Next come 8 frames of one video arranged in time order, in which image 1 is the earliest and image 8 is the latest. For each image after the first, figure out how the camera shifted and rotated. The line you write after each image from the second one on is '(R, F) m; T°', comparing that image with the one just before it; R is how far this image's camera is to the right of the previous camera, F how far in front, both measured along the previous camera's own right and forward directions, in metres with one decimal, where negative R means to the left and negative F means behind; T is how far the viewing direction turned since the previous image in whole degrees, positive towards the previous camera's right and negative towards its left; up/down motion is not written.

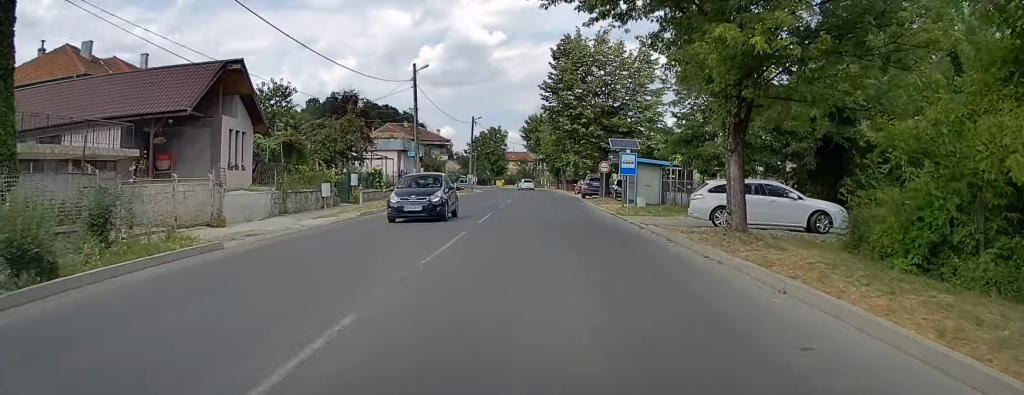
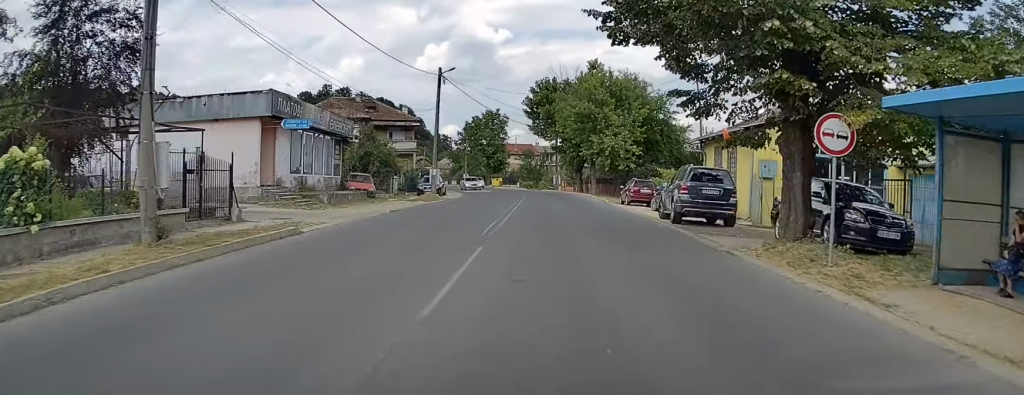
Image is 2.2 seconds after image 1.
(-0.1, +32.5) m; 0°
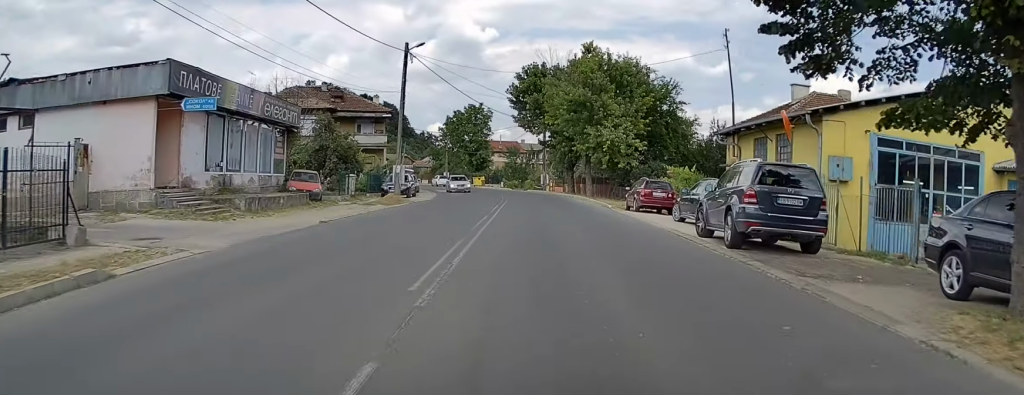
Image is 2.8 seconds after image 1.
(+0.1, +7.7) m; 0°
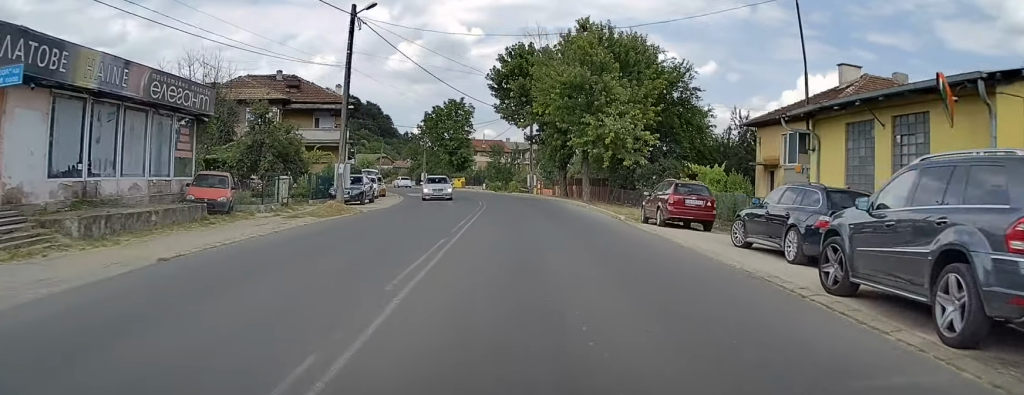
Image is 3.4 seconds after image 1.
(-0.1, +8.7) m; 0°
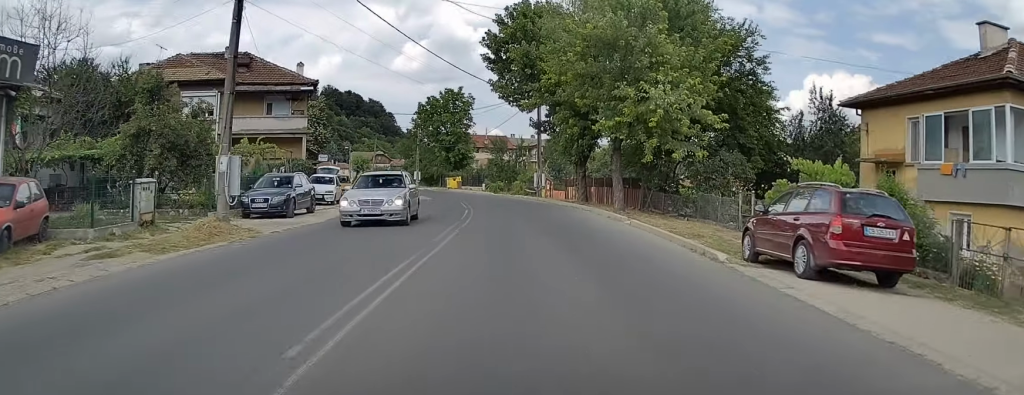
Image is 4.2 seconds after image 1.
(0.0, +11.5) m; 0°
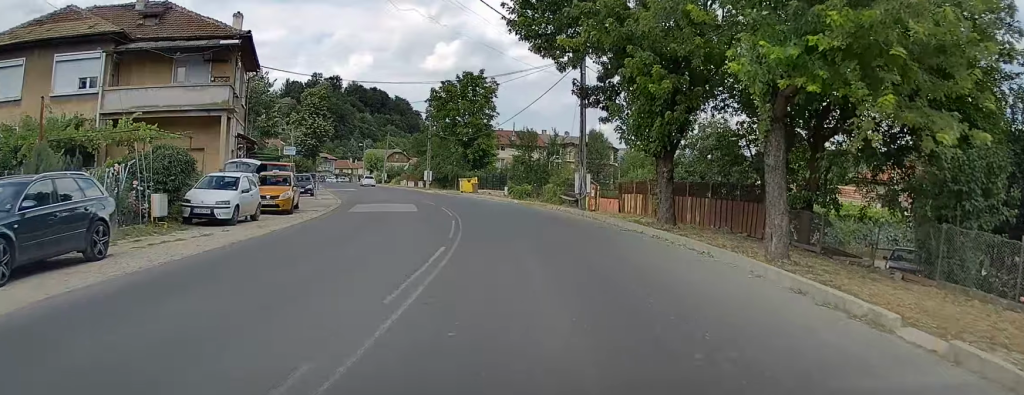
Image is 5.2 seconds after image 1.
(+0.1, +15.4) m; -1°
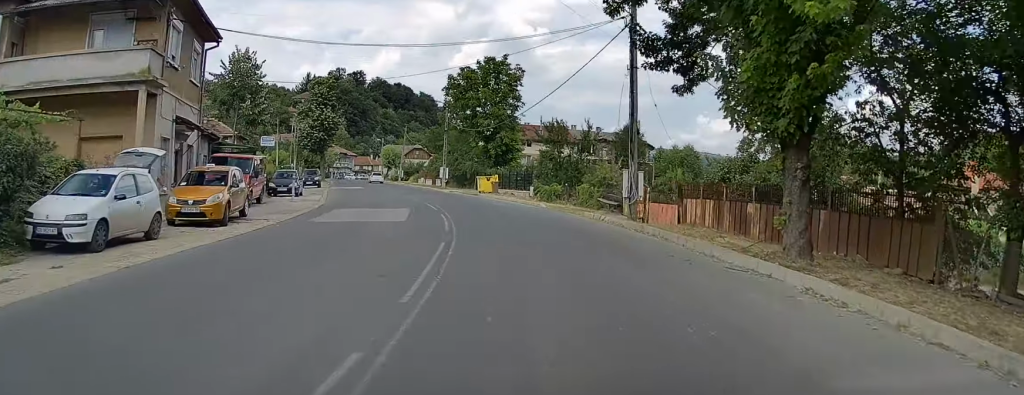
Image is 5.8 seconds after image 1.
(+0.1, +8.2) m; -2°
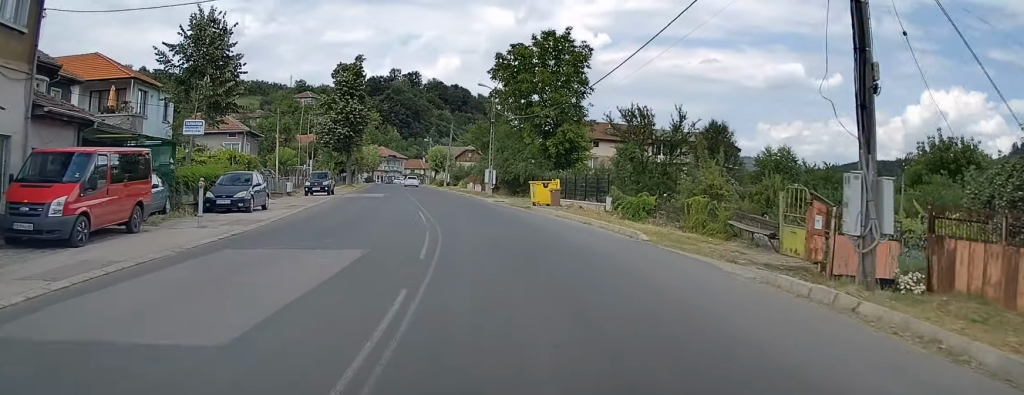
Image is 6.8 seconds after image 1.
(-0.7, +13.9) m; -5°
